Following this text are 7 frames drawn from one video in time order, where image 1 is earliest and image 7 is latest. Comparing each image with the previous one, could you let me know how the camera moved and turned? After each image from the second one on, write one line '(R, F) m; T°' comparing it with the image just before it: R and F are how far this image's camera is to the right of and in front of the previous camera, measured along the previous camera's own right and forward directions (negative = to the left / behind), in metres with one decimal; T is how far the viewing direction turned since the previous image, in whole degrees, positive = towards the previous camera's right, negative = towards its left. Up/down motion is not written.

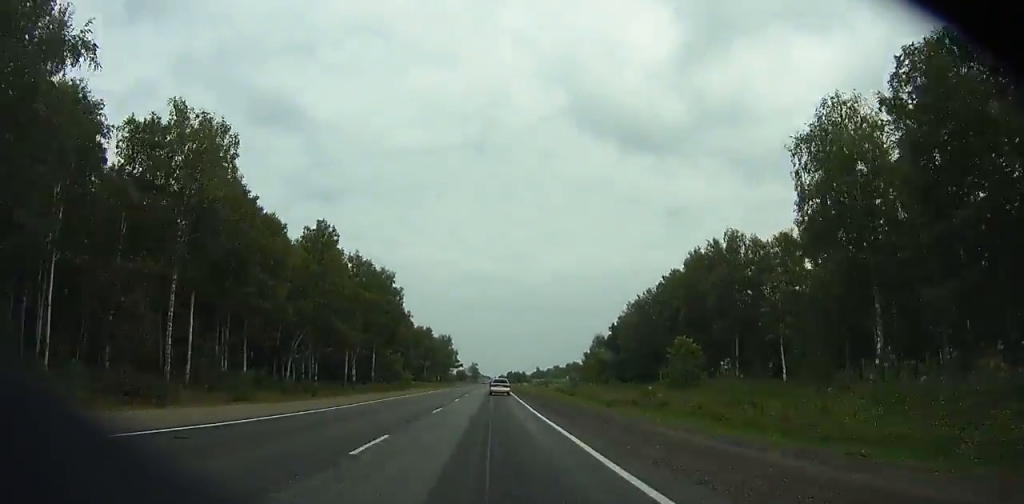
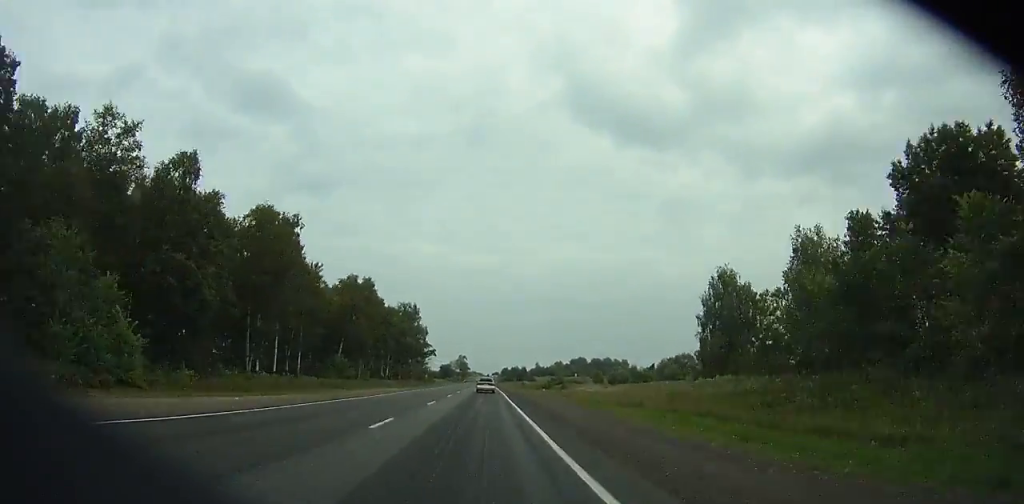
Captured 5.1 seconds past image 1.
(+0.9, +116.4) m; +1°
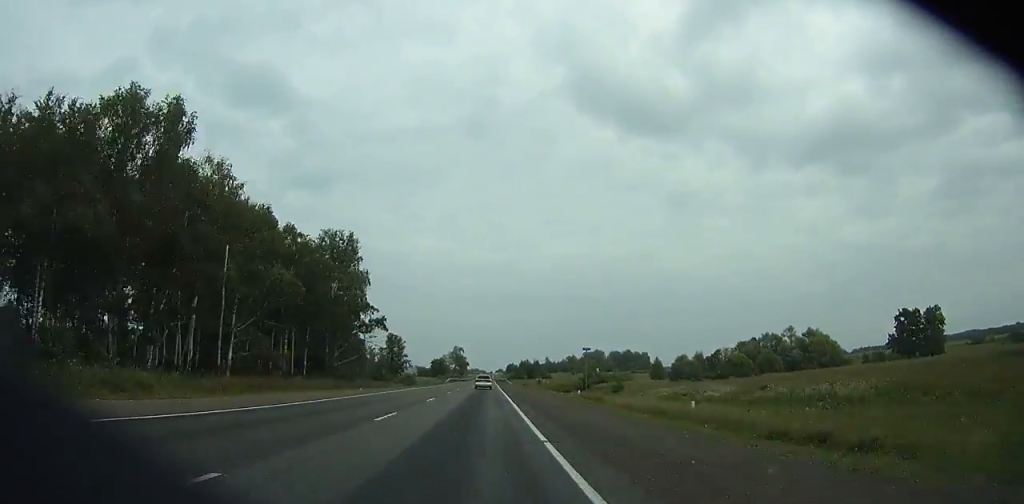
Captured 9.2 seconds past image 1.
(+0.4, +91.7) m; 0°
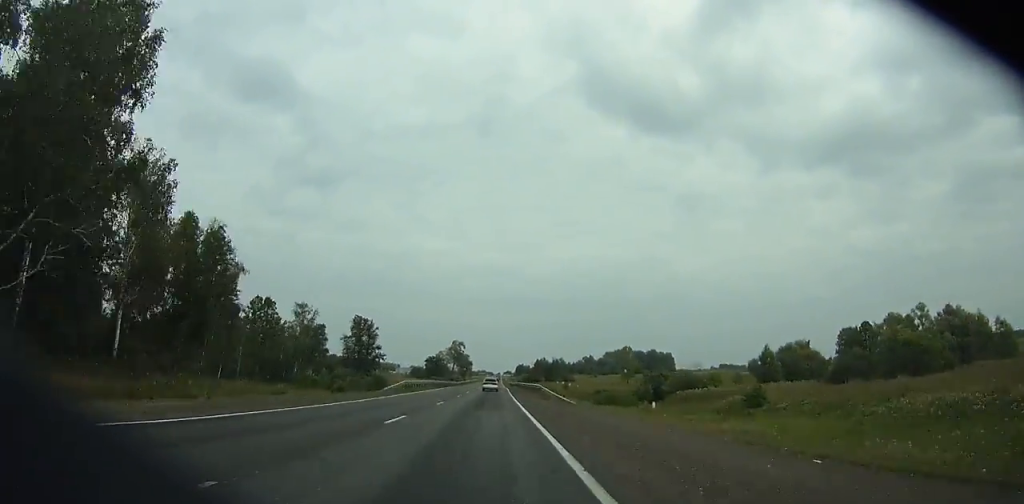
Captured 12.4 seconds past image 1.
(-0.3, +70.1) m; 0°
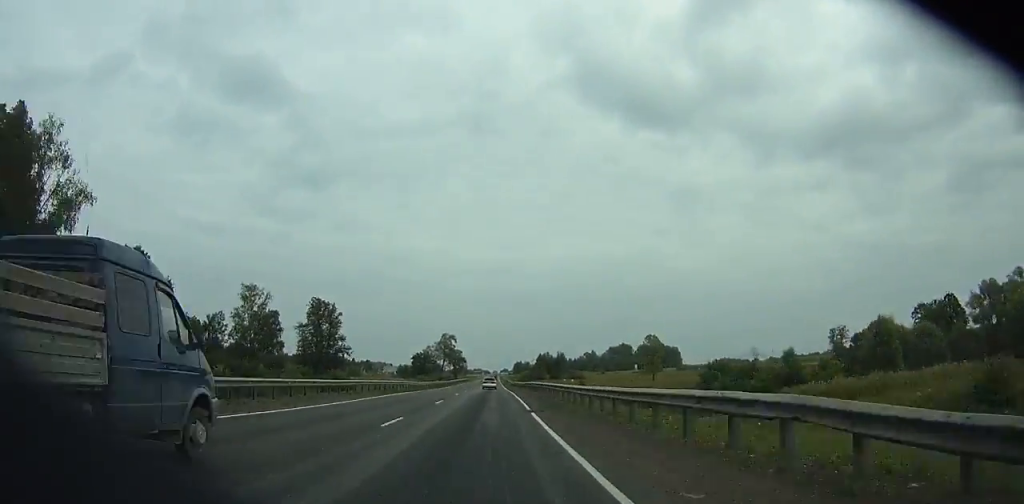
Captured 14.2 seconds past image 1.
(-0.1, +38.5) m; 0°
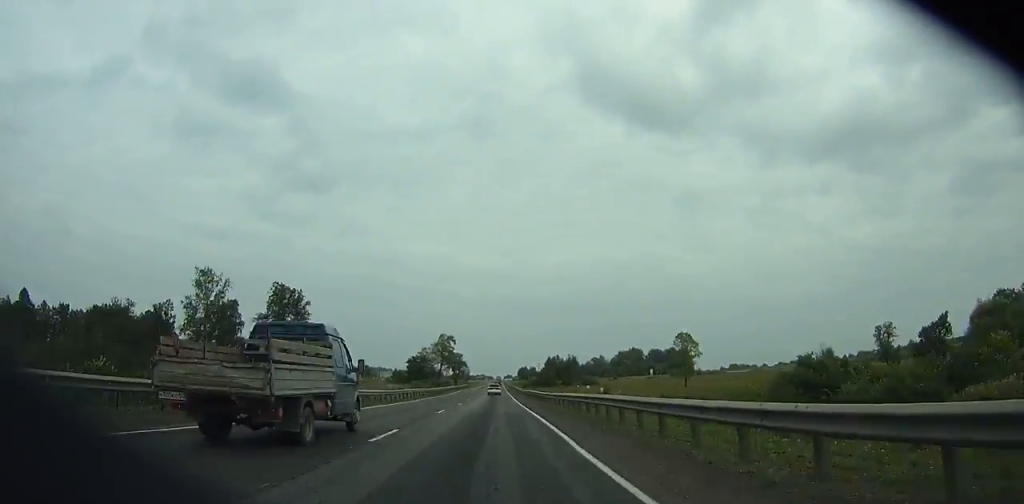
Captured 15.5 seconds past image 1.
(0.0, +27.7) m; 0°
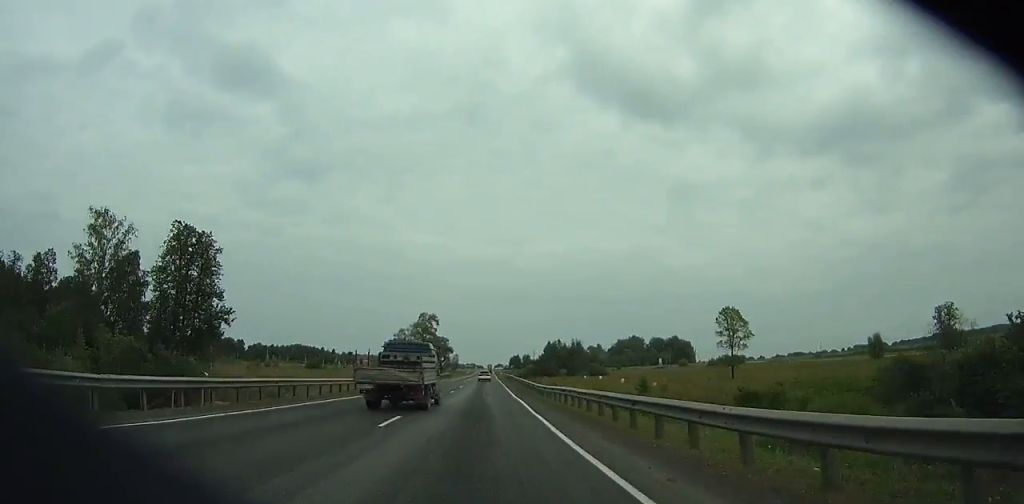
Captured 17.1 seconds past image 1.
(-0.1, +33.8) m; 0°
